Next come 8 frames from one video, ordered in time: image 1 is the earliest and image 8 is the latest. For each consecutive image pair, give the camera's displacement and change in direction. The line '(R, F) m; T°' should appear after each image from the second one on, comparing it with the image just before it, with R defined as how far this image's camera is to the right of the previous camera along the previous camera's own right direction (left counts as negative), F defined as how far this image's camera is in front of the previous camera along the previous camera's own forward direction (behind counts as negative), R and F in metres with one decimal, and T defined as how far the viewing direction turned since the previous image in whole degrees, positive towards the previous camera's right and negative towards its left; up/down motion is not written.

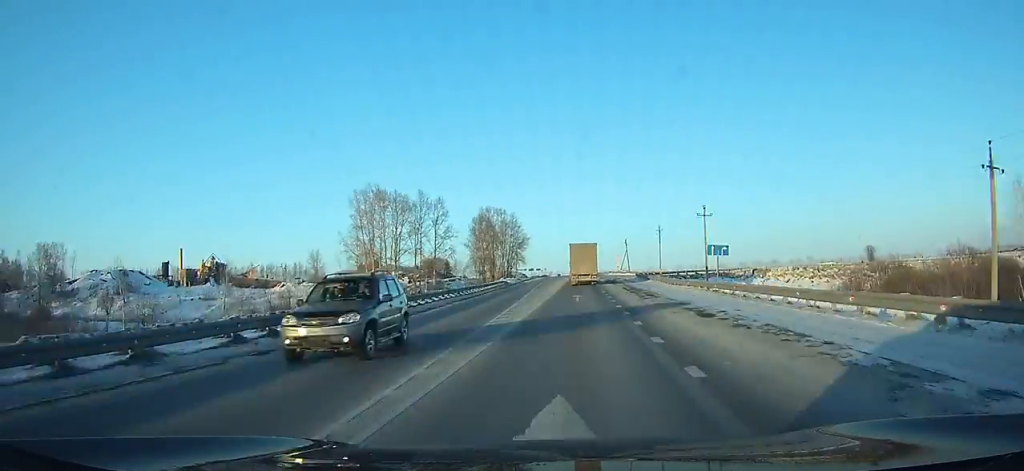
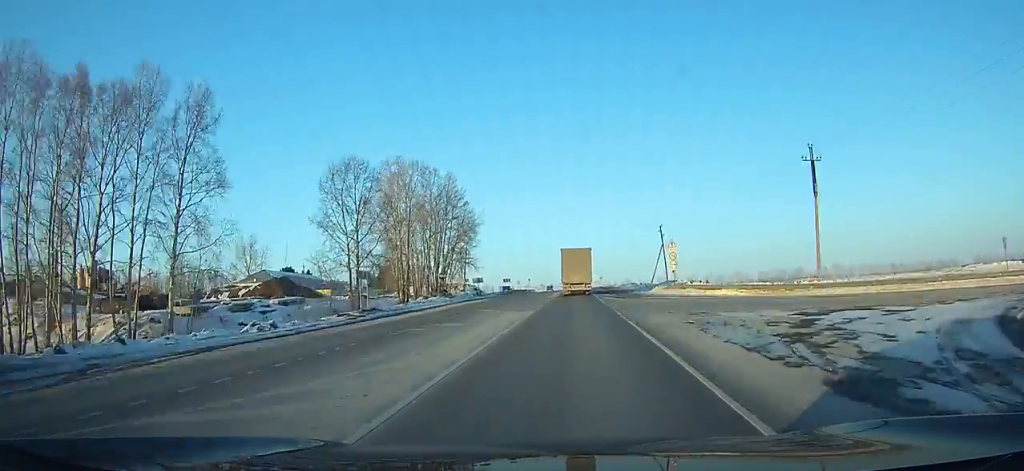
(+0.6, +81.3) m; 0°
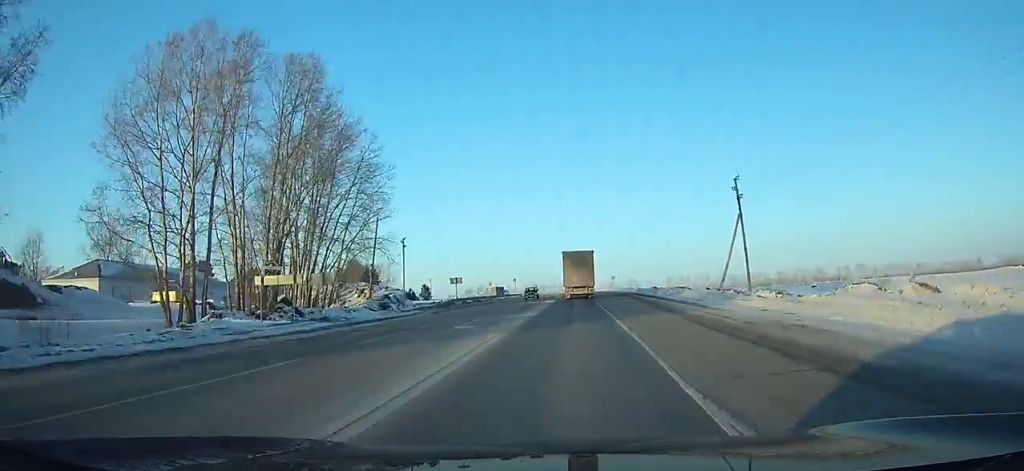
(-0.2, +48.1) m; -1°
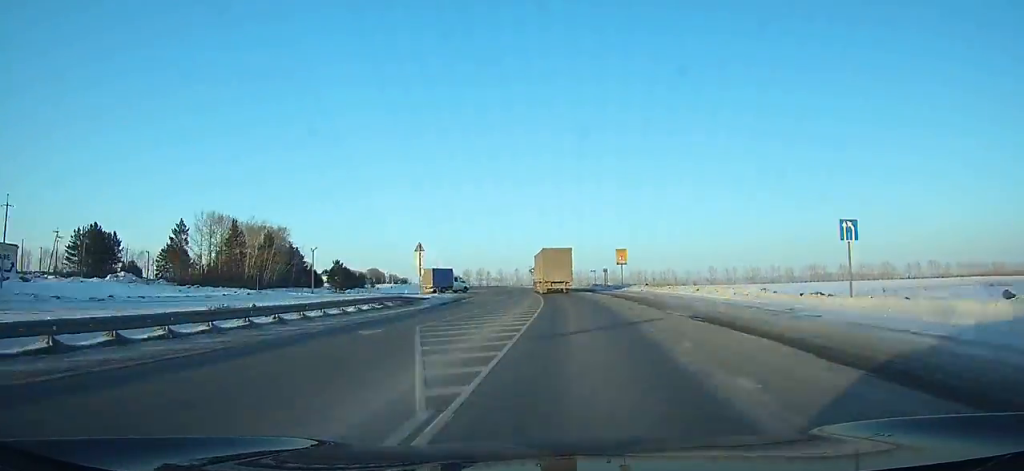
(-2.4, +97.7) m; -4°
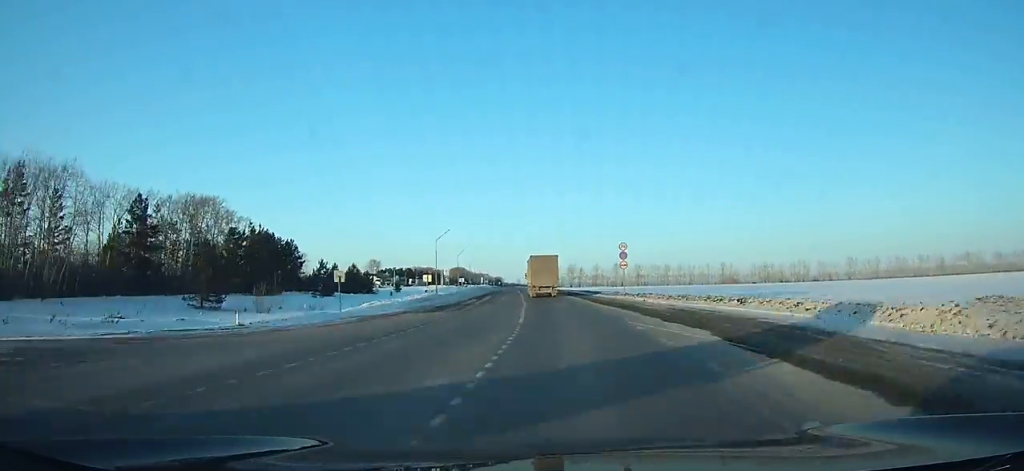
(-4.2, +74.4) m; -8°
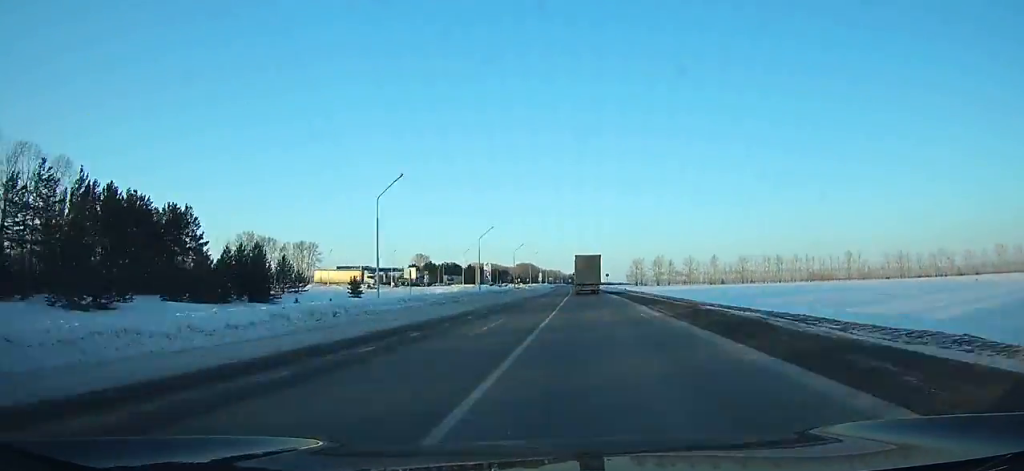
(-4.8, +70.4) m; -6°
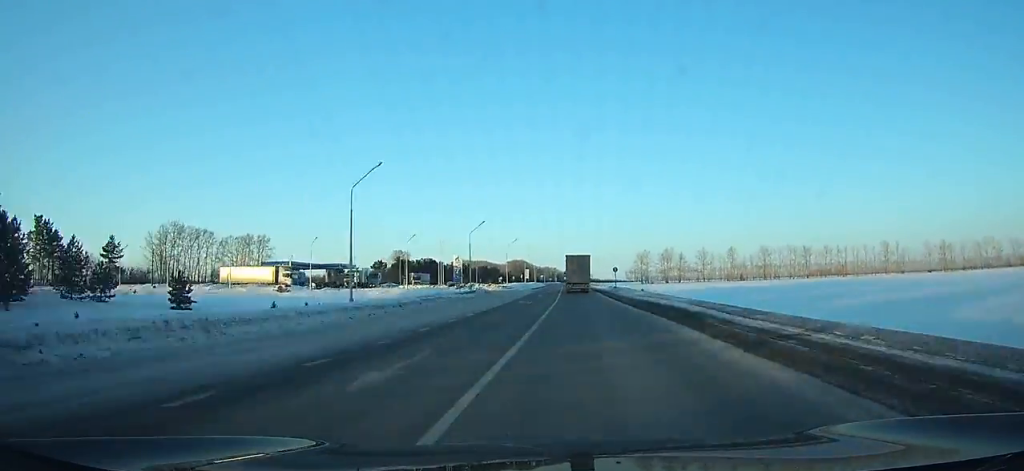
(-0.7, +36.8) m; -2°
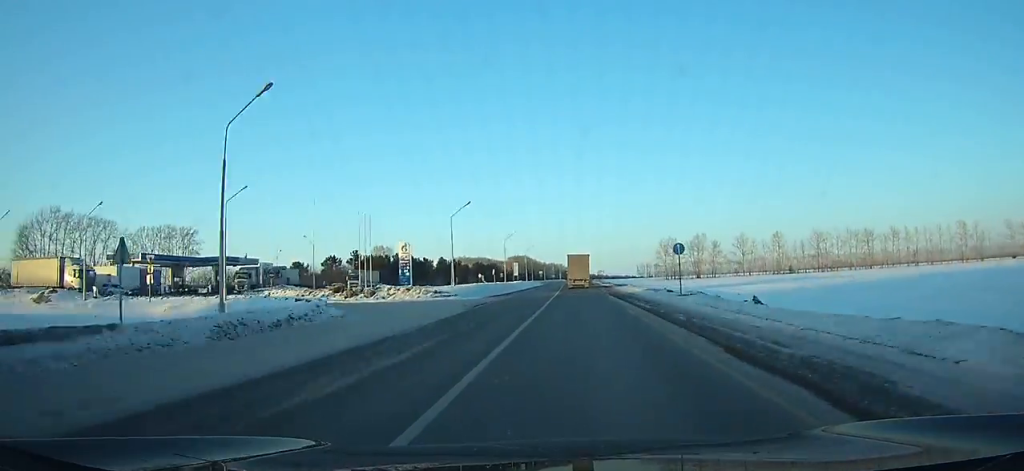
(-0.4, +46.0) m; -1°
